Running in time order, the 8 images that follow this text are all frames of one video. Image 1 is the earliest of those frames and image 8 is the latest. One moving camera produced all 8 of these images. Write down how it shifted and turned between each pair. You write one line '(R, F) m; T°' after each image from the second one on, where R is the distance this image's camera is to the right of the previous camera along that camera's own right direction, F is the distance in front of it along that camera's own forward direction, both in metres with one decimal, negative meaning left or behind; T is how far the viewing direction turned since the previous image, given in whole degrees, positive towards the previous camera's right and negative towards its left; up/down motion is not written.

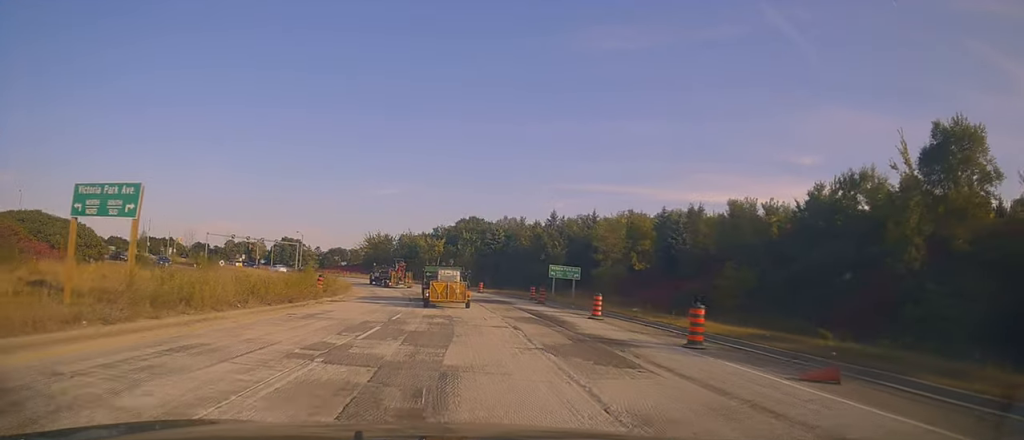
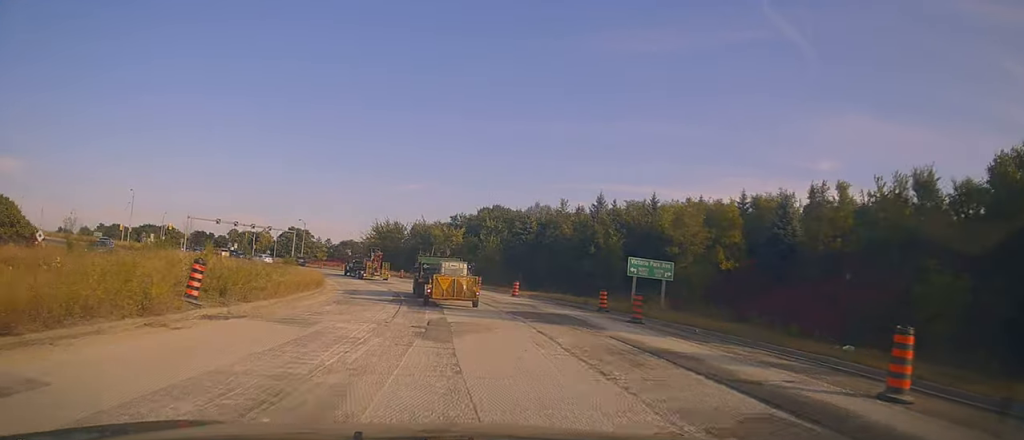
(0.0, +17.2) m; +1°
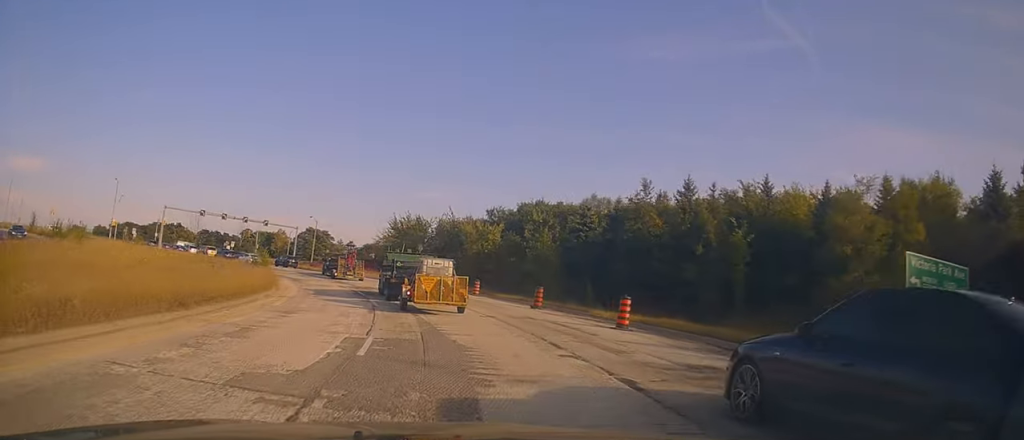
(-0.5, +20.9) m; -5°
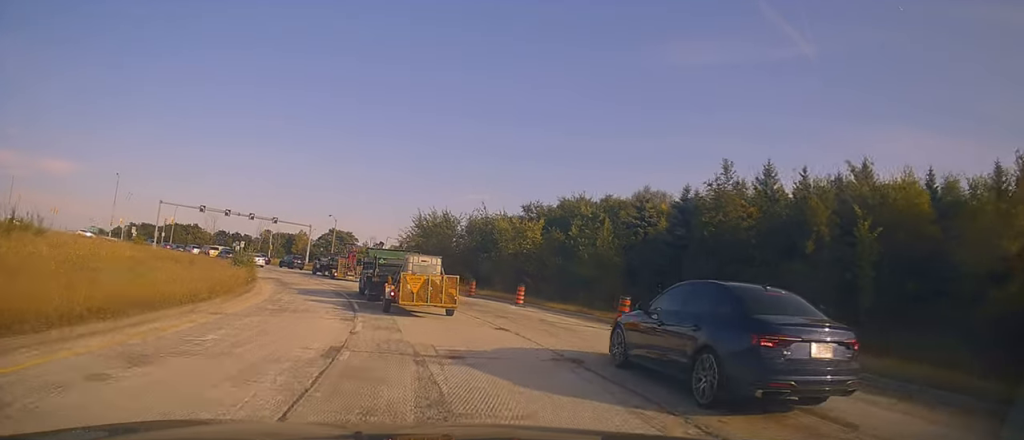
(-0.2, +10.4) m; -2°
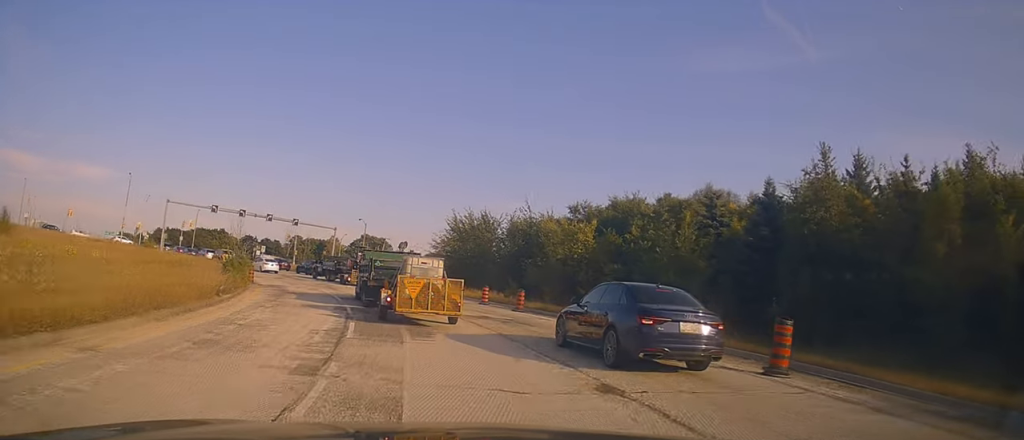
(-0.2, +7.9) m; -3°
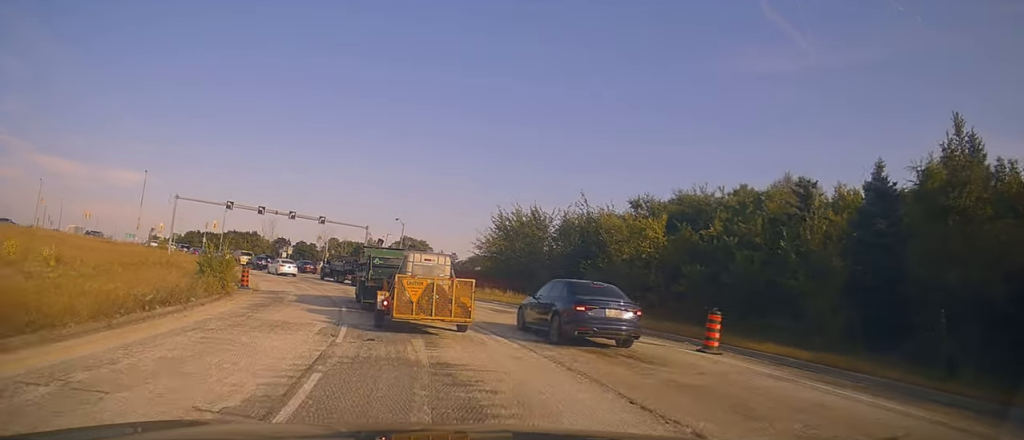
(-0.3, +8.2) m; -4°
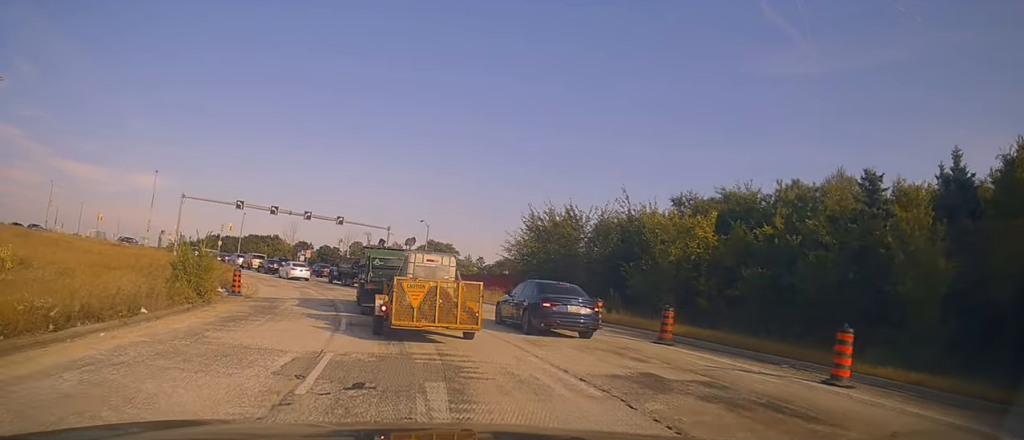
(-0.1, +5.3) m; -3°
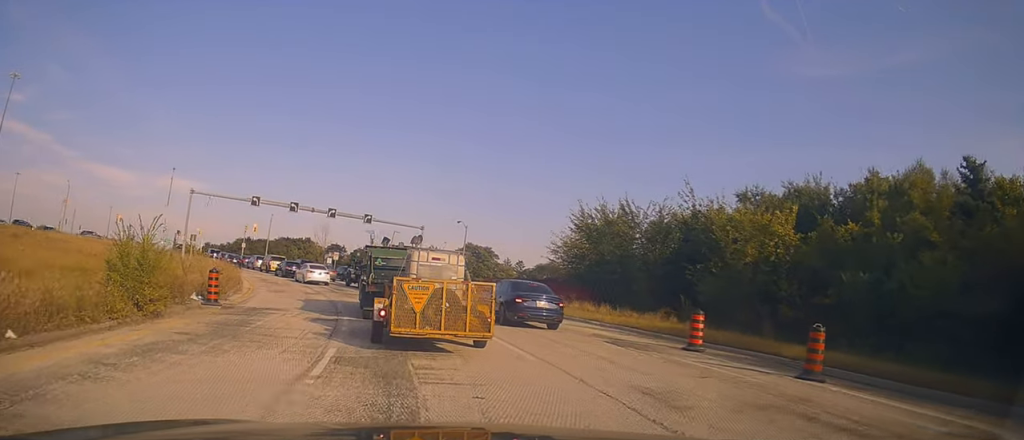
(-0.4, +7.3) m; -3°
